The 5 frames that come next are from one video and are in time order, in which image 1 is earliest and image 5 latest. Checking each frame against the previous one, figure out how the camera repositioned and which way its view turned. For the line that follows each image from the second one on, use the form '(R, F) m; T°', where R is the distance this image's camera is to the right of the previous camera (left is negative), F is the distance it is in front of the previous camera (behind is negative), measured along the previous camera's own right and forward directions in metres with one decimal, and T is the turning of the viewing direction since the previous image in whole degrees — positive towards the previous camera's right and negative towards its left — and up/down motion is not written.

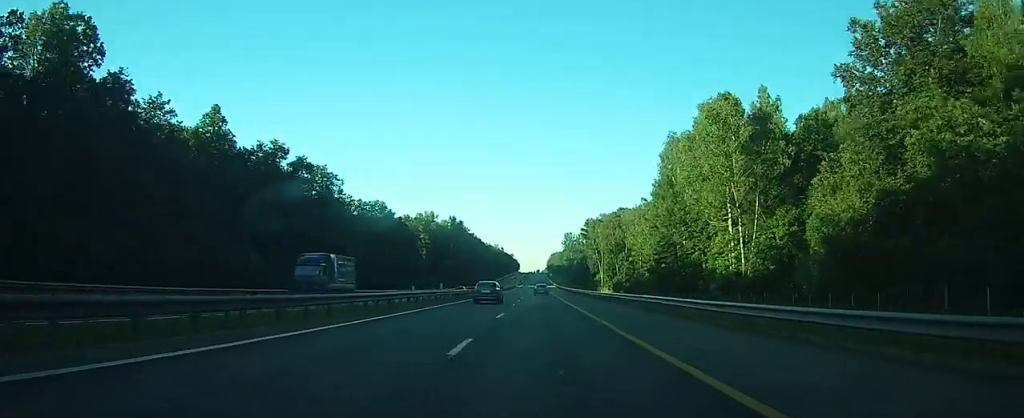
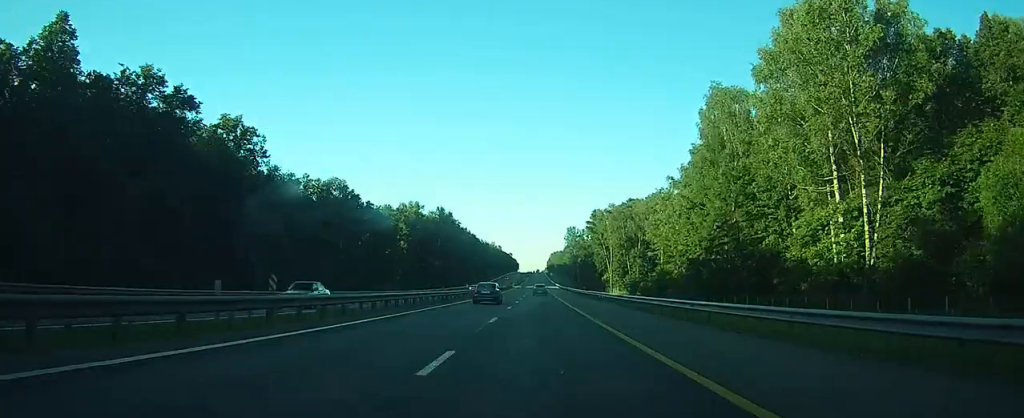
(0.0, +26.2) m; 0°
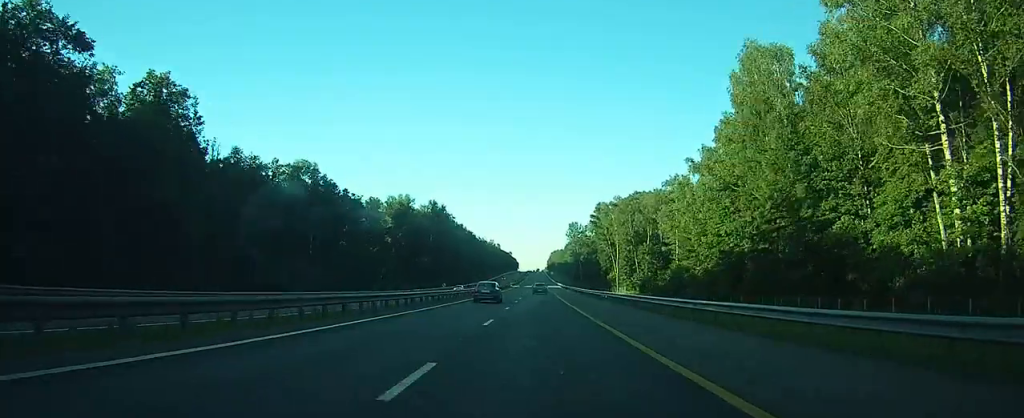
(0.0, +13.7) m; 0°
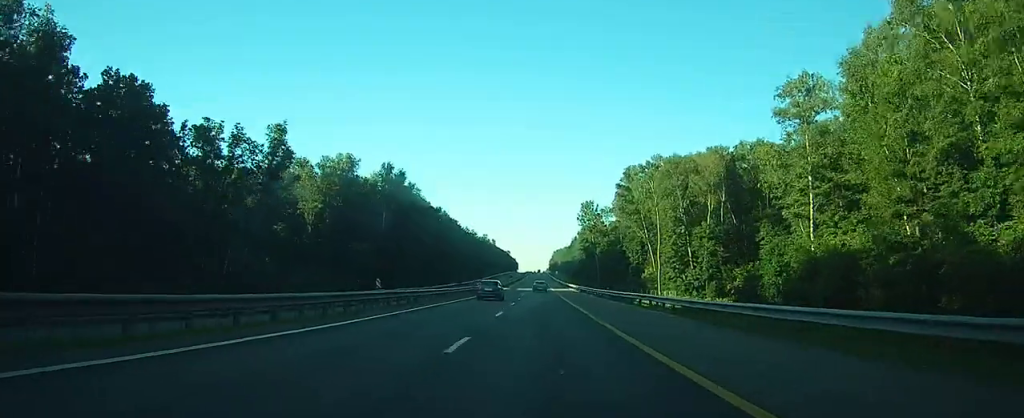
(0.0, +55.7) m; 0°
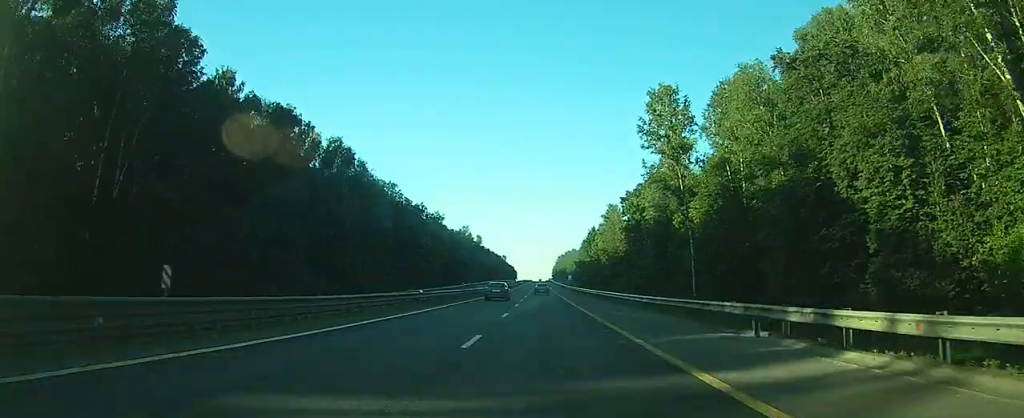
(-0.5, +95.1) m; -1°
